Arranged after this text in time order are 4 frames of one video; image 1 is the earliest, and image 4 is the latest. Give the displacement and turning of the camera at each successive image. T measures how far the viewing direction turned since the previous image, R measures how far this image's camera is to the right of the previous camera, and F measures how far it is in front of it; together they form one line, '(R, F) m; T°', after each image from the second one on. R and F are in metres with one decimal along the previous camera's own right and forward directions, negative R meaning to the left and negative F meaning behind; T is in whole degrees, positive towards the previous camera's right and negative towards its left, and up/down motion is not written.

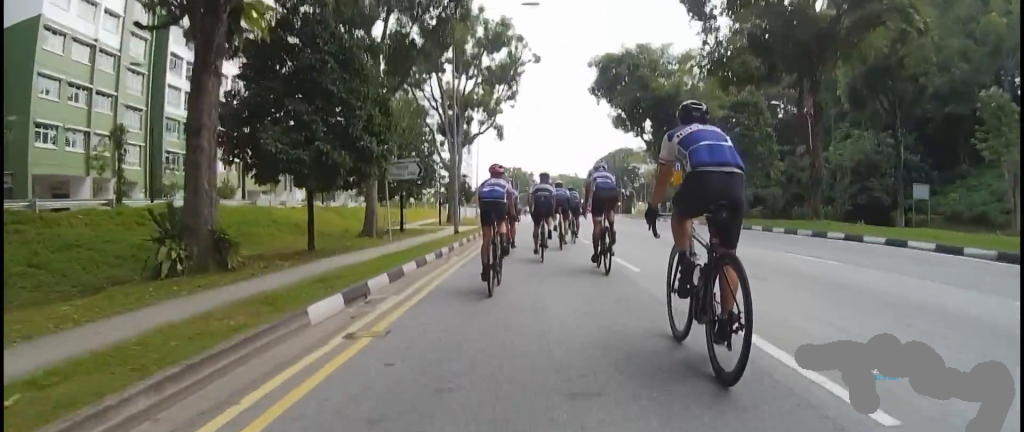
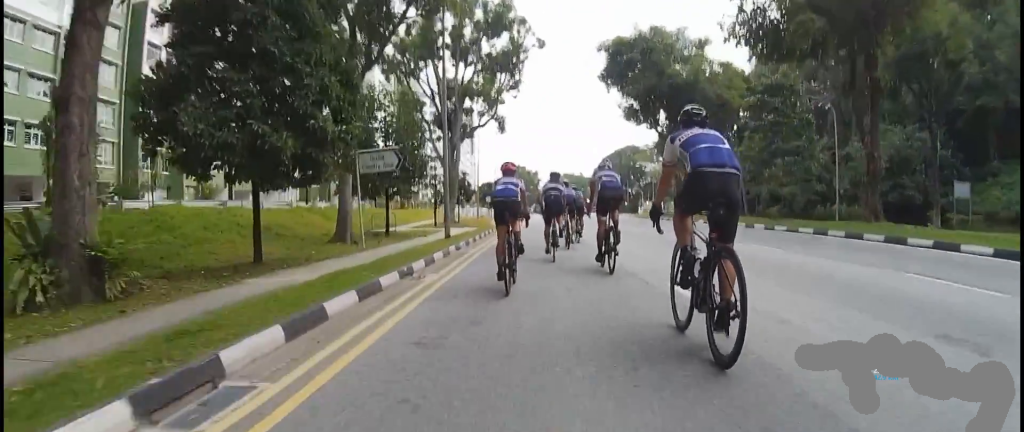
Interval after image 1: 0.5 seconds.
(-0.2, +3.3) m; -3°
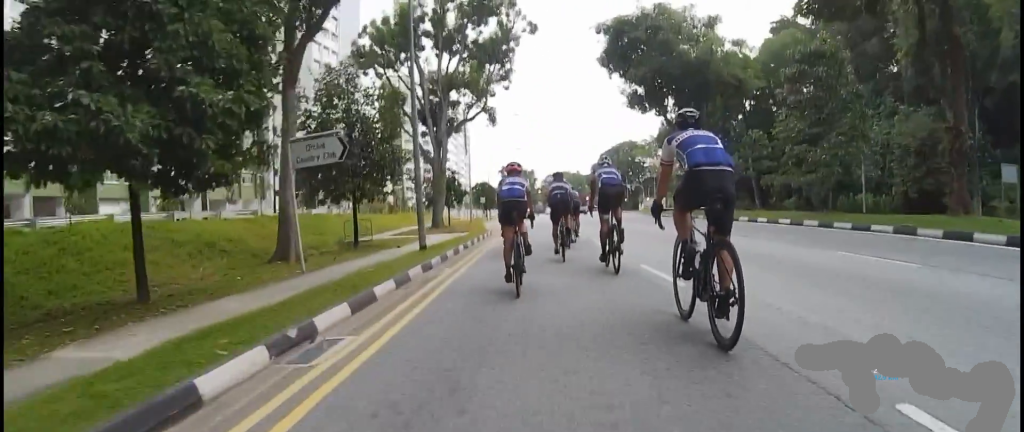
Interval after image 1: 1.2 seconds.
(0.0, +4.1) m; 0°
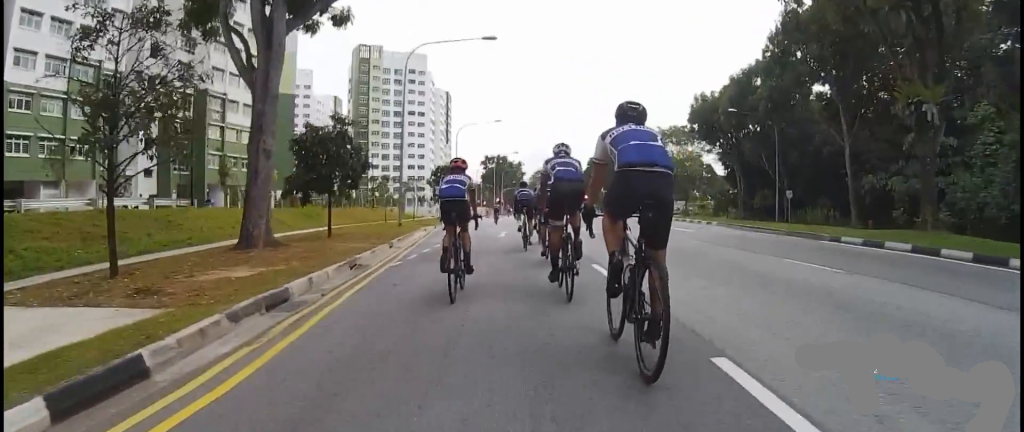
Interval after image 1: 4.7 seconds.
(+2.8, +22.9) m; +9°
